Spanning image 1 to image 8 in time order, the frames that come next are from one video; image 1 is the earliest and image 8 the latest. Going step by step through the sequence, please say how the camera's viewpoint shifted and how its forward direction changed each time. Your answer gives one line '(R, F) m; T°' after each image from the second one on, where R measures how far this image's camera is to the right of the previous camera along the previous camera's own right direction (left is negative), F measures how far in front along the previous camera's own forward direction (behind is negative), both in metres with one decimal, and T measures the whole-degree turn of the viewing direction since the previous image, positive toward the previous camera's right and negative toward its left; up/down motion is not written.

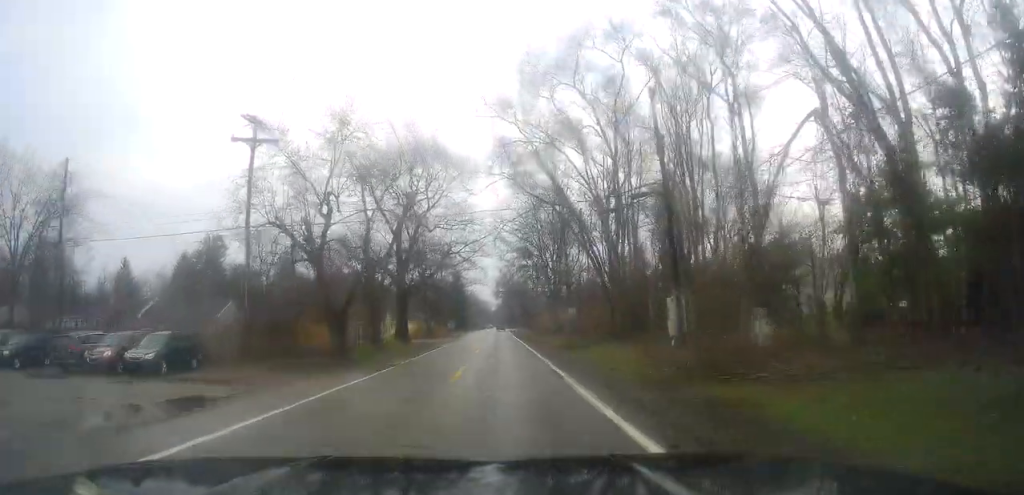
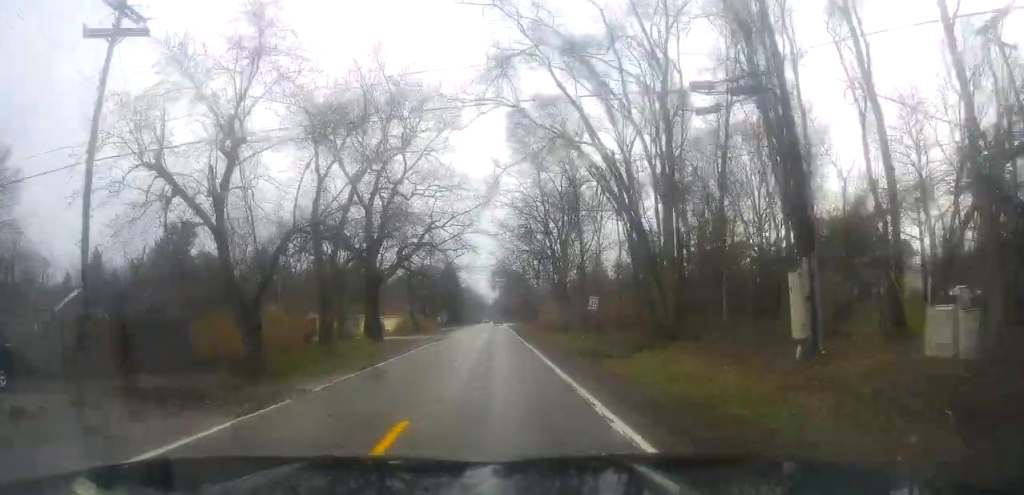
(+0.1, +11.7) m; +1°
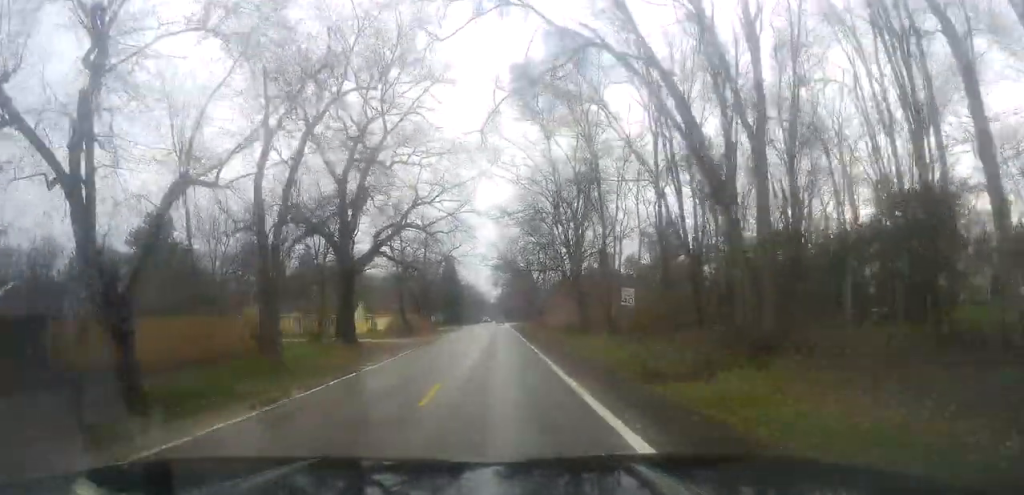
(+0.2, +8.4) m; +1°
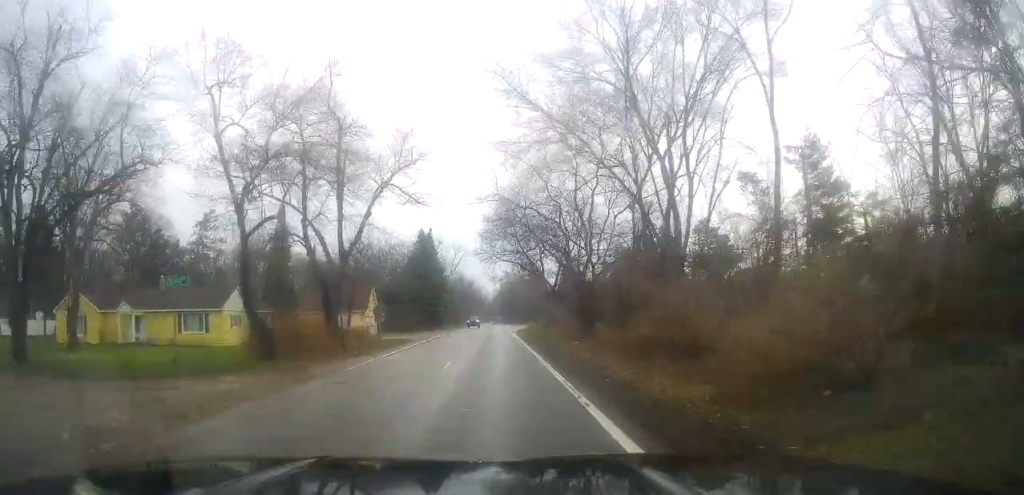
(-1.0, +40.2) m; -2°
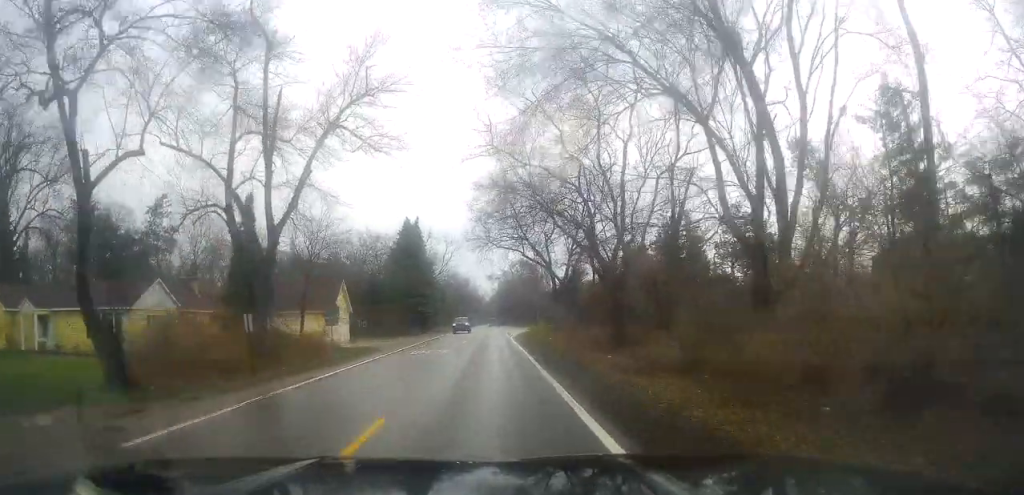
(+0.4, +11.3) m; 0°
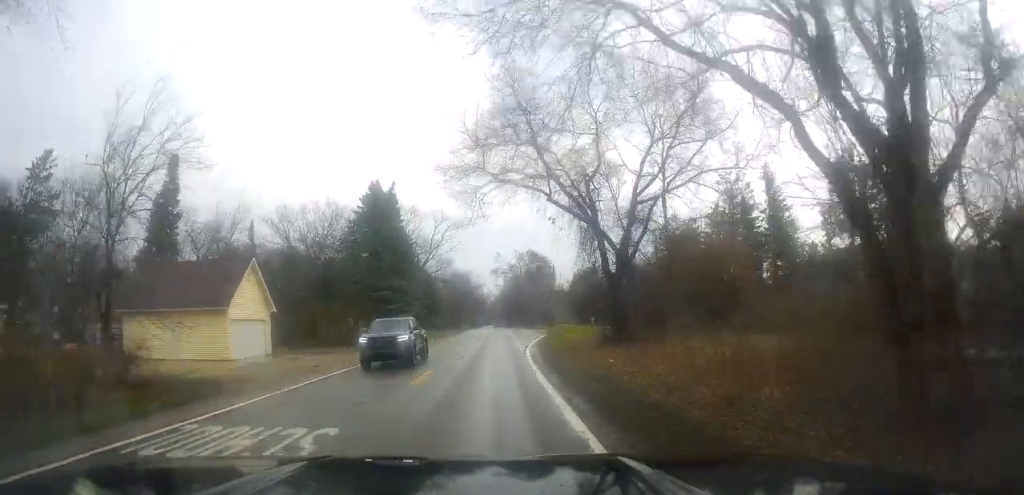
(-0.6, +20.8) m; -2°
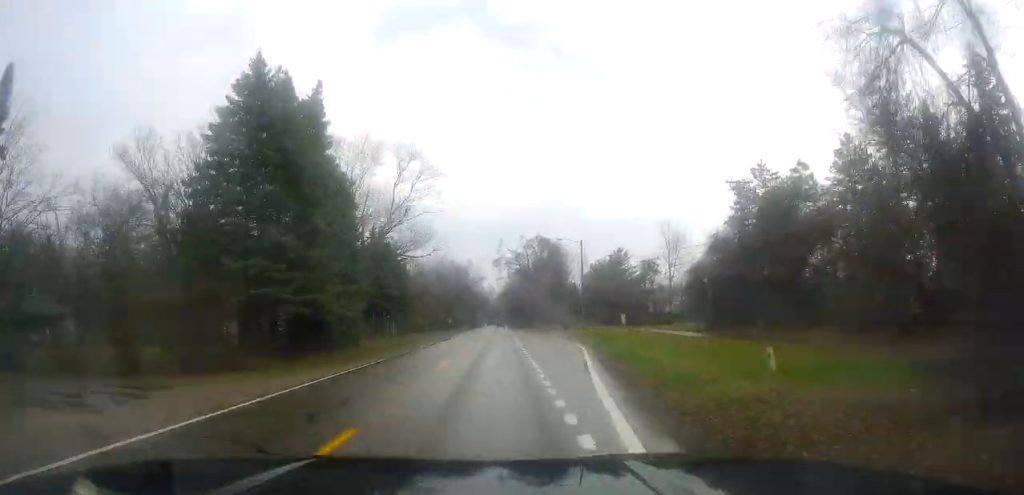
(0.0, +25.2) m; +1°
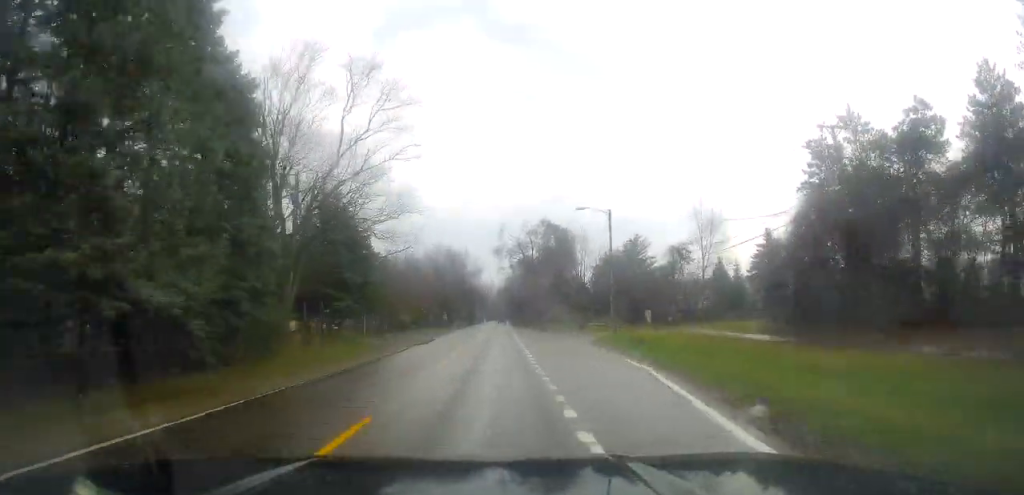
(+0.2, +14.1) m; +1°
